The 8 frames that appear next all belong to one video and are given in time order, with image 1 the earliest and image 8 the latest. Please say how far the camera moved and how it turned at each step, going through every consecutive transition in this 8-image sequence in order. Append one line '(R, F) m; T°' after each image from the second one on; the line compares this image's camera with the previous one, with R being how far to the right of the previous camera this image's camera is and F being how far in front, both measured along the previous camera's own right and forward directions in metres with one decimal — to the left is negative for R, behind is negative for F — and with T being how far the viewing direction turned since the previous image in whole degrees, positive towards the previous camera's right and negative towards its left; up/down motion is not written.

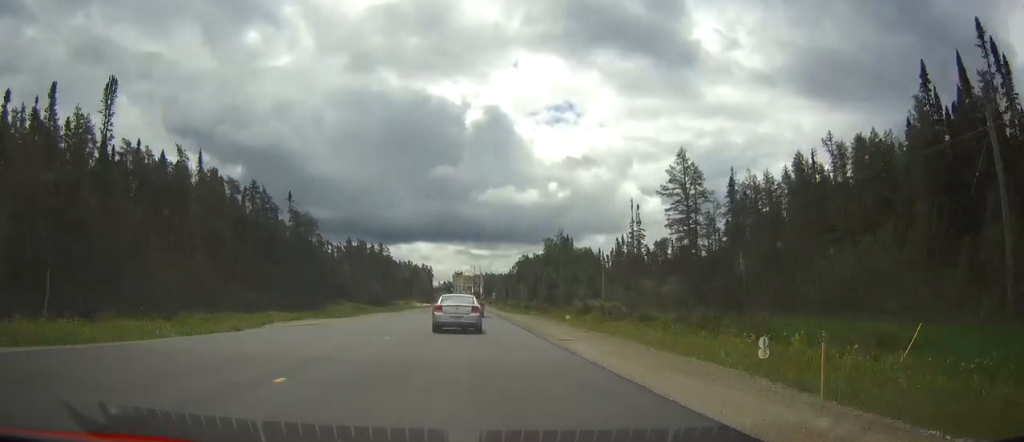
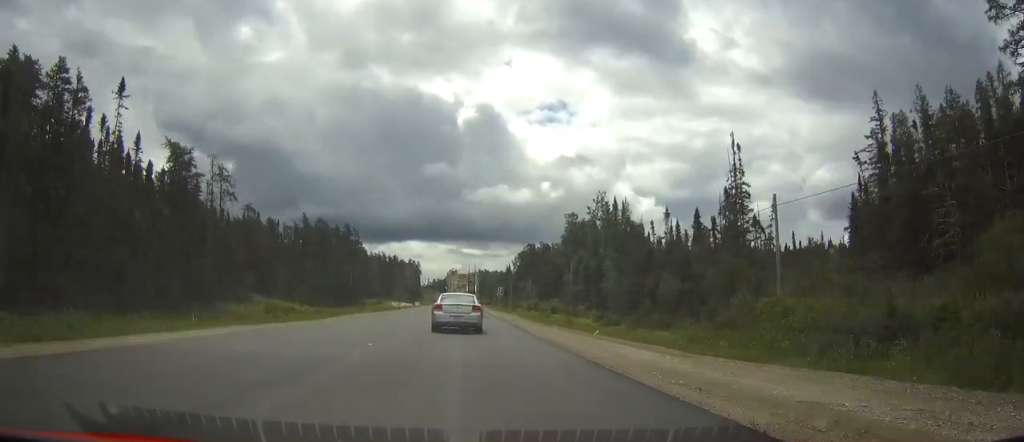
(0.0, +54.8) m; 0°
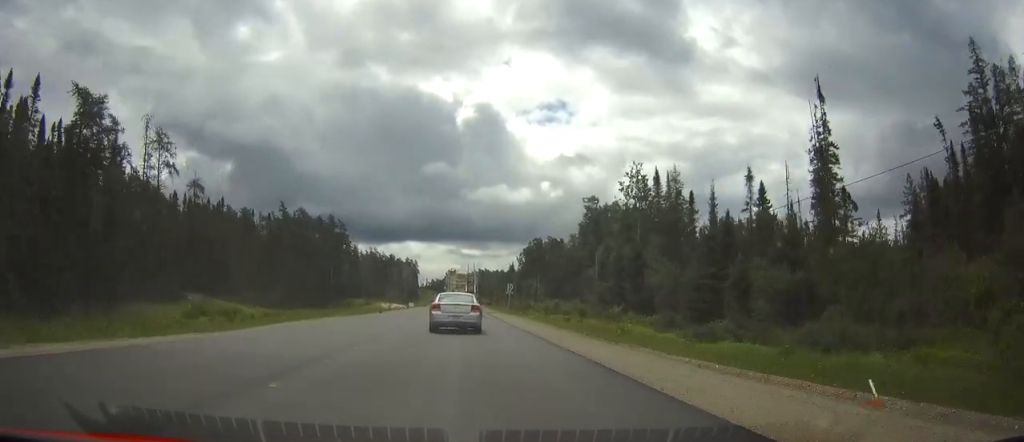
(0.0, +21.7) m; 0°
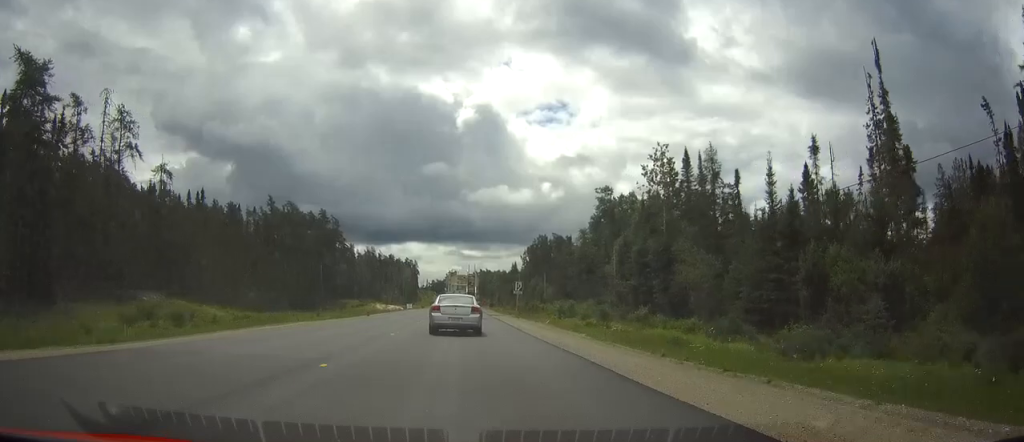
(0.0, +10.4) m; 0°
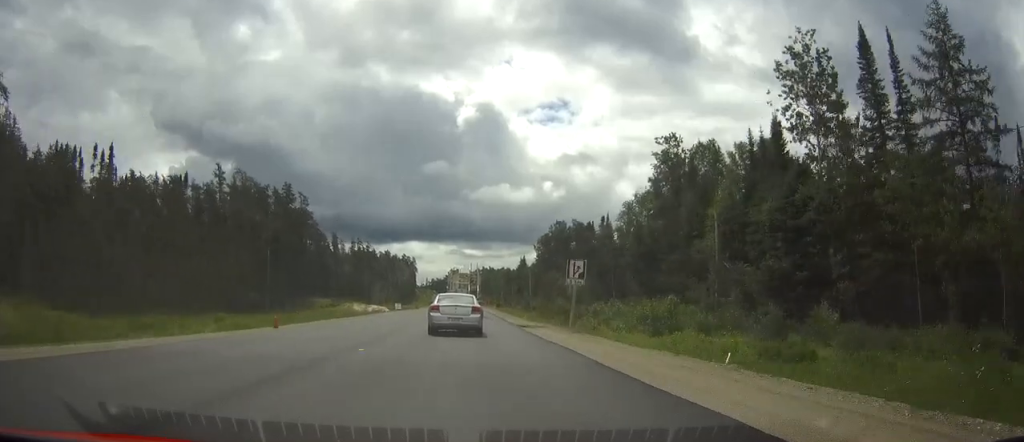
(+0.1, +32.8) m; 0°
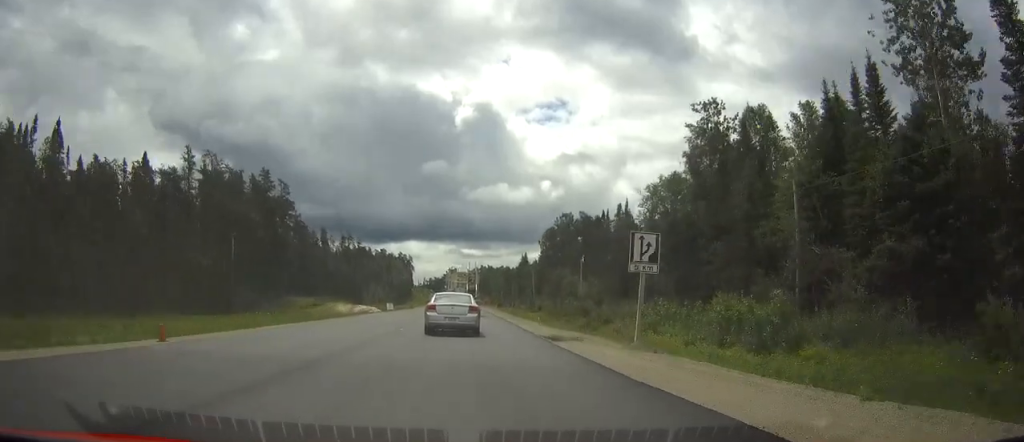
(+0.1, +12.9) m; 0°
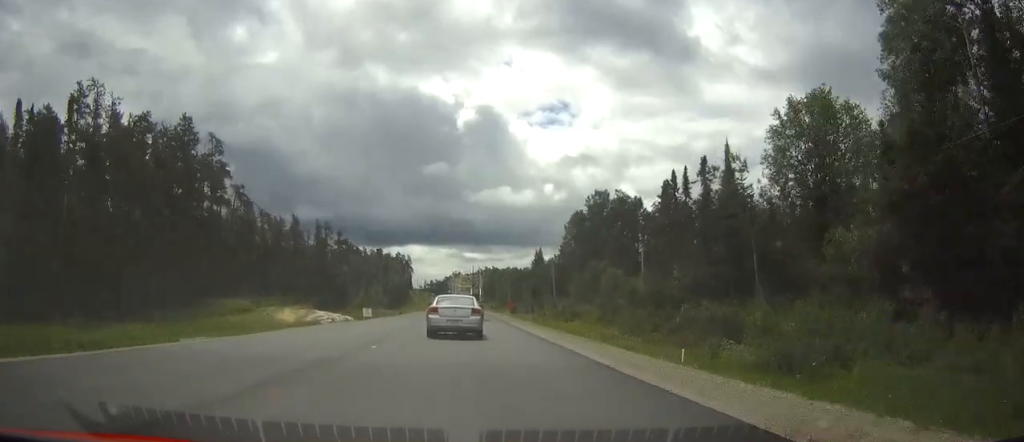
(-0.1, +34.2) m; 0°
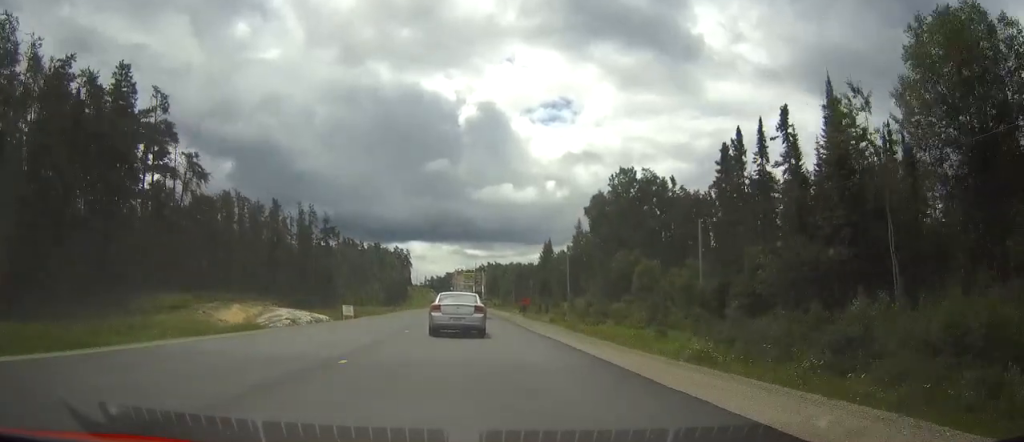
(0.0, +17.0) m; 0°
